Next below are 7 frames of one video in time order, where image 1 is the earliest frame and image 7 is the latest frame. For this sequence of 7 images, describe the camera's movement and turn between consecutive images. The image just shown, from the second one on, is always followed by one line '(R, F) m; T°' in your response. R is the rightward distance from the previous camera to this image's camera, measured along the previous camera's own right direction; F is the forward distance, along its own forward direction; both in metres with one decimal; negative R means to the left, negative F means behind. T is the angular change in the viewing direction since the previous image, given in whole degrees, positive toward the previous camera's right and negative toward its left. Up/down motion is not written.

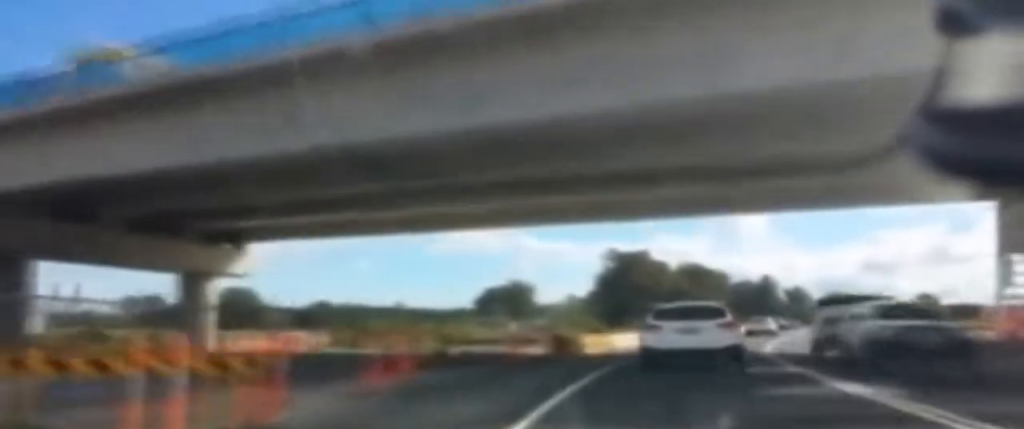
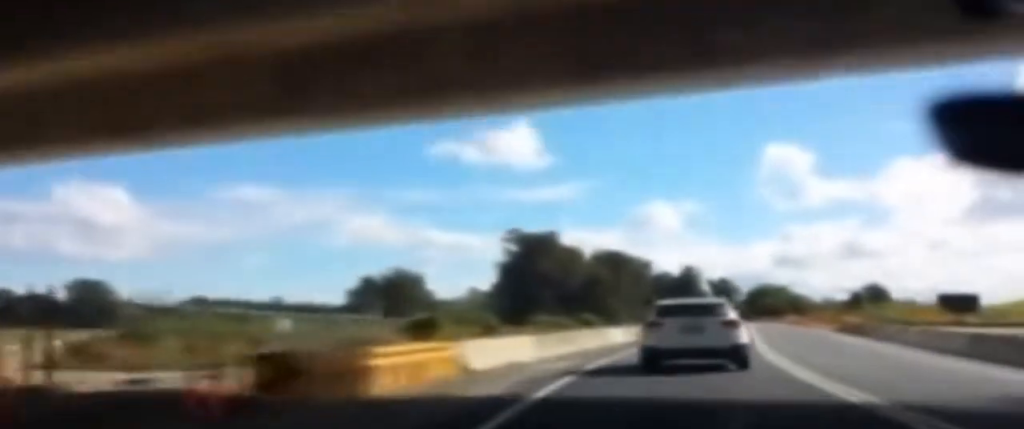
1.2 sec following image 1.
(+0.7, +19.9) m; +3°
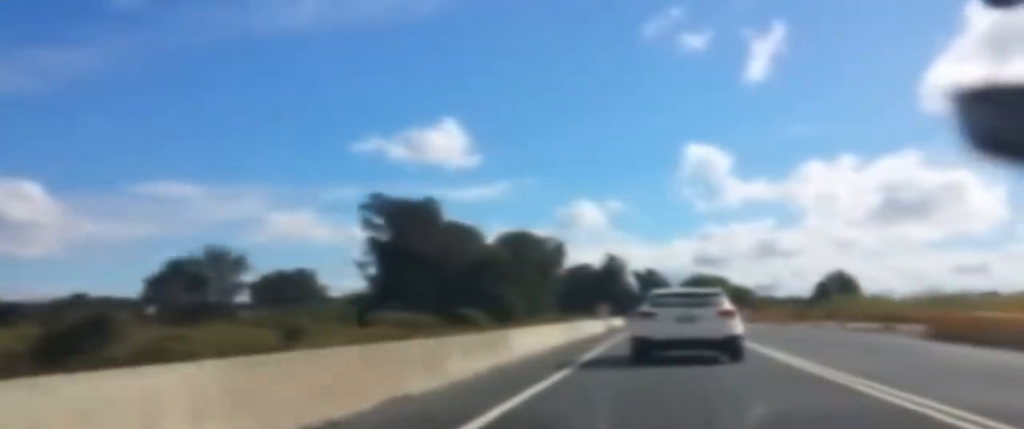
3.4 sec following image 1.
(+4.3, +35.3) m; +13°
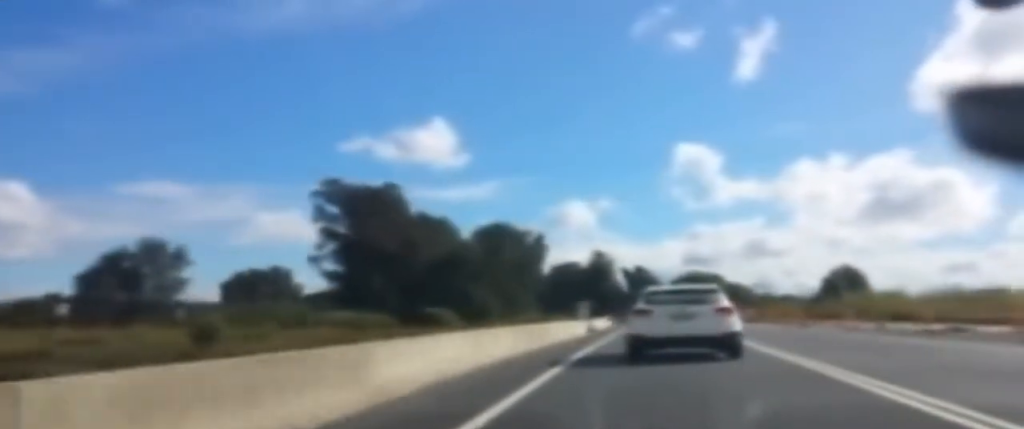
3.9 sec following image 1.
(-0.2, +9.6) m; -2°
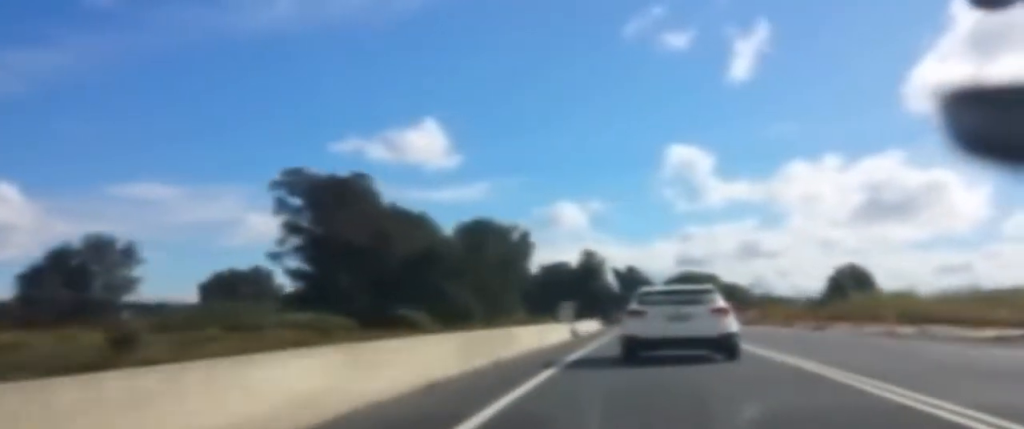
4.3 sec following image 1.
(0.0, +6.7) m; -2°
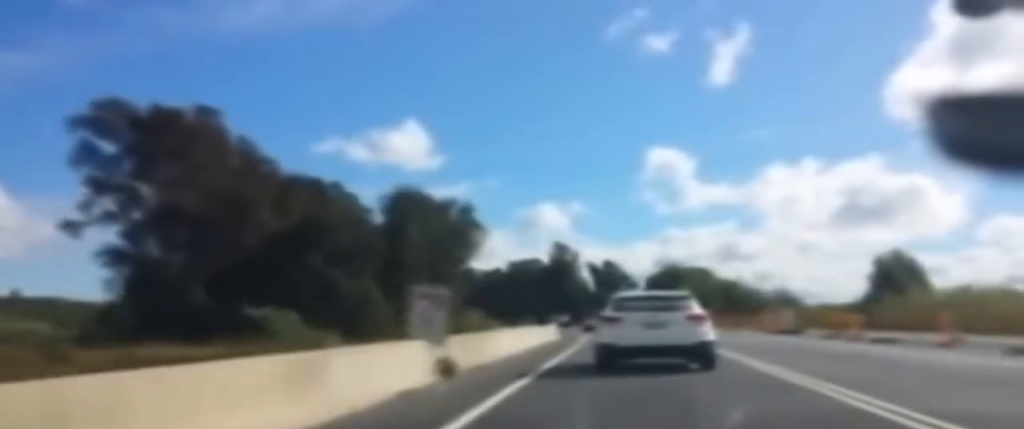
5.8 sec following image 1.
(-1.4, +24.6) m; -3°
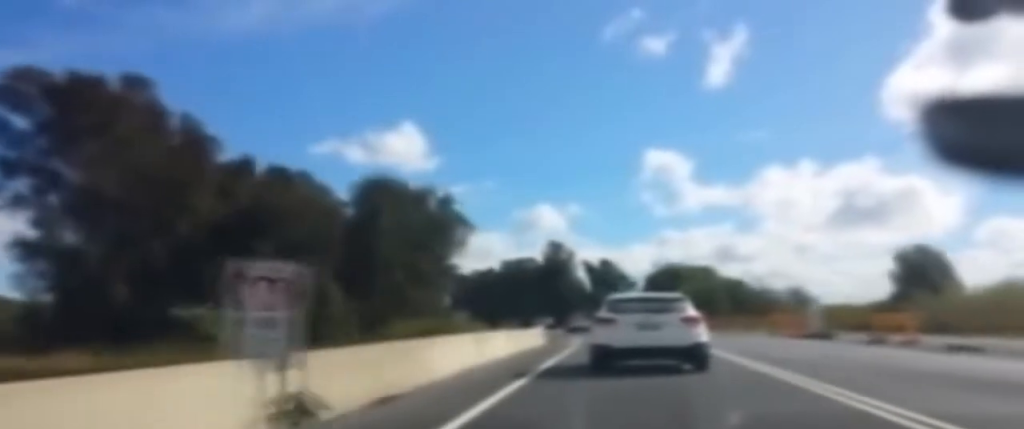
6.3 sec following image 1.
(-0.2, +7.0) m; +1°
